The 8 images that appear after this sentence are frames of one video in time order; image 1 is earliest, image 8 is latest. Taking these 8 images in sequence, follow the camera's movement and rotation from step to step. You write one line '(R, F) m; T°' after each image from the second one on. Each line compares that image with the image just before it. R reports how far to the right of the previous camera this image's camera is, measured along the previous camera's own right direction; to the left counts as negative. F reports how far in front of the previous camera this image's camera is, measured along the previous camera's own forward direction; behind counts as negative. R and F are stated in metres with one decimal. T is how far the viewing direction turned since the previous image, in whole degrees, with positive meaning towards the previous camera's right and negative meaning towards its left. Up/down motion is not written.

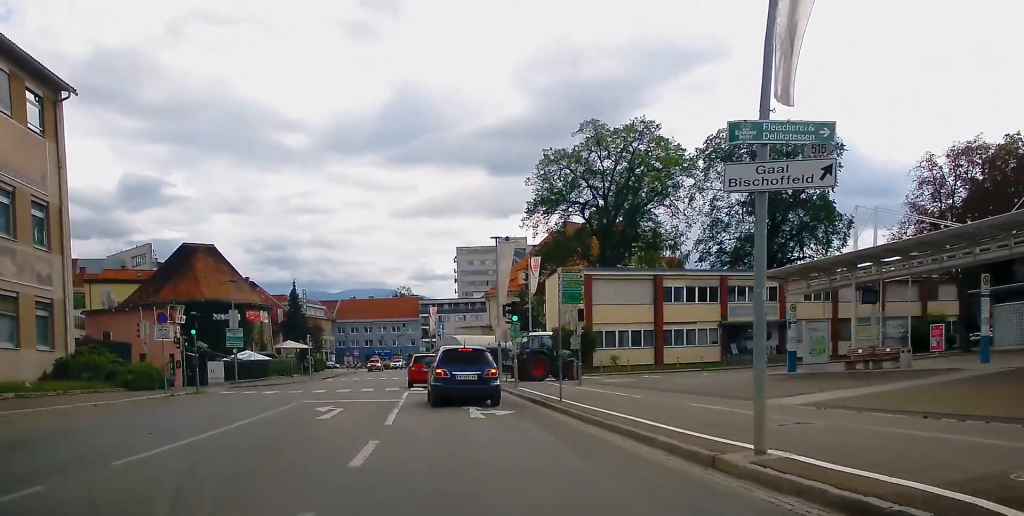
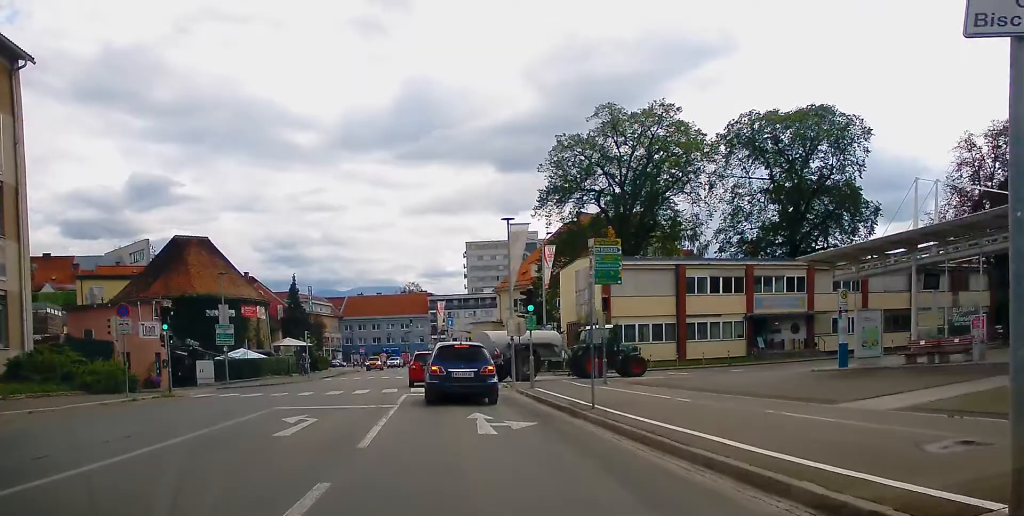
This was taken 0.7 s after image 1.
(0.0, +4.1) m; 0°
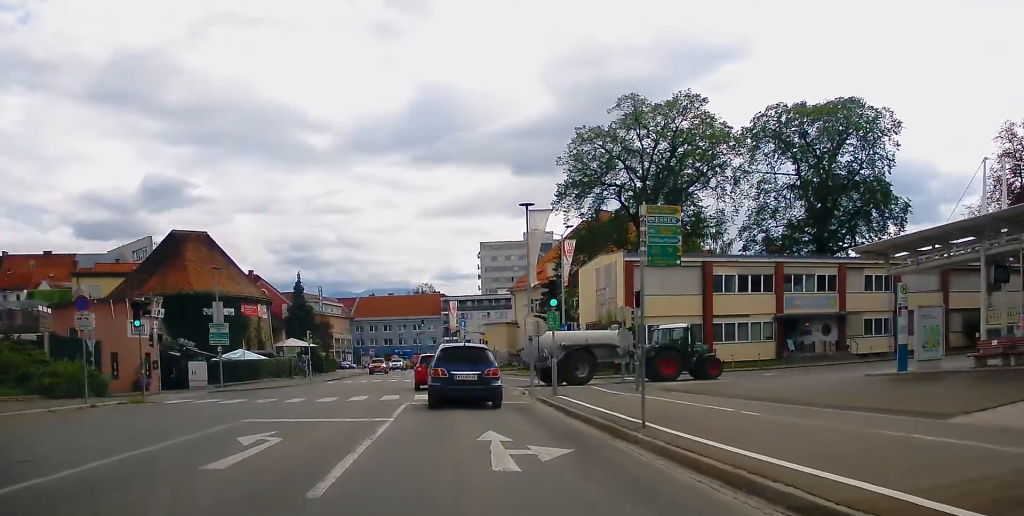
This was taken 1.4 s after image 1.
(0.0, +3.7) m; 0°
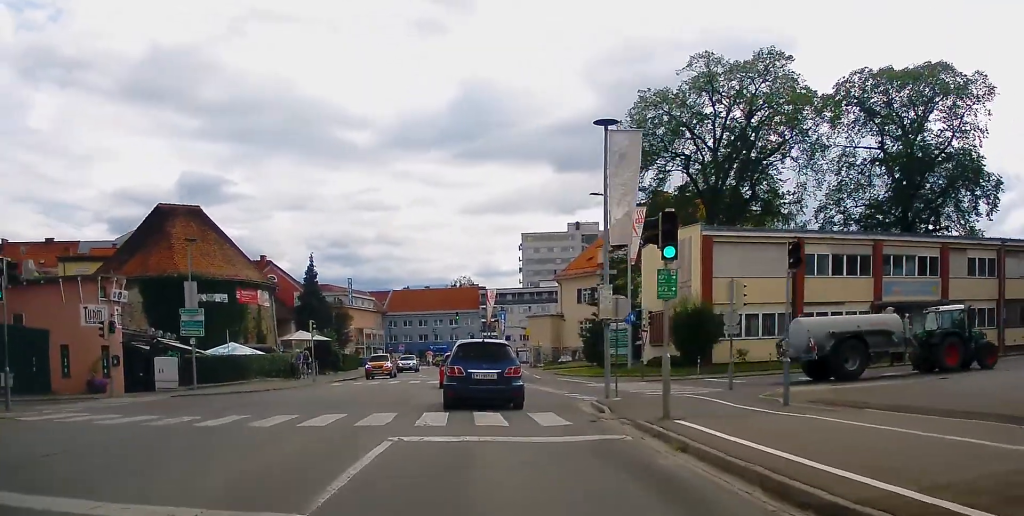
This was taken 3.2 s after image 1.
(-0.2, +10.2) m; -3°
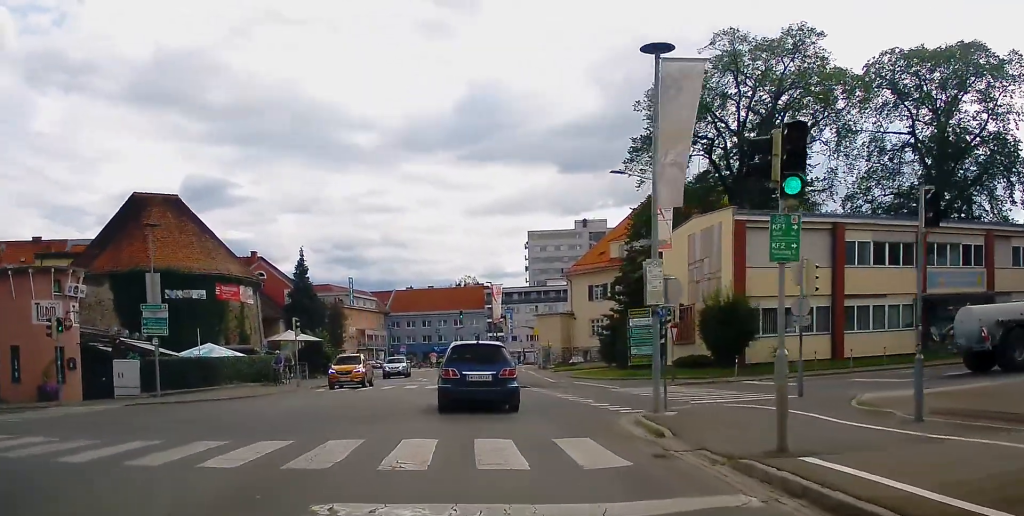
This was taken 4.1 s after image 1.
(-0.1, +5.0) m; -1°
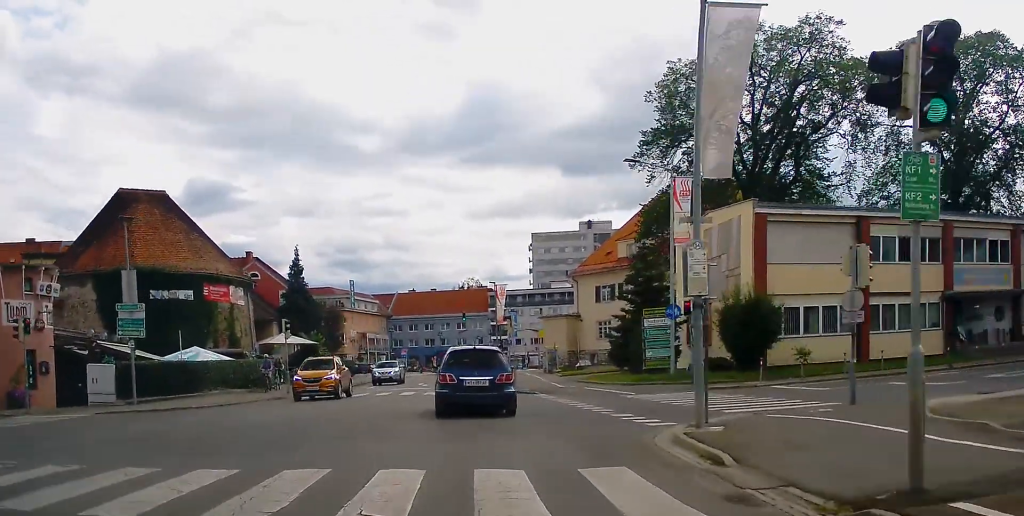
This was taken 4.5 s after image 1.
(+0.1, +2.7) m; -1°
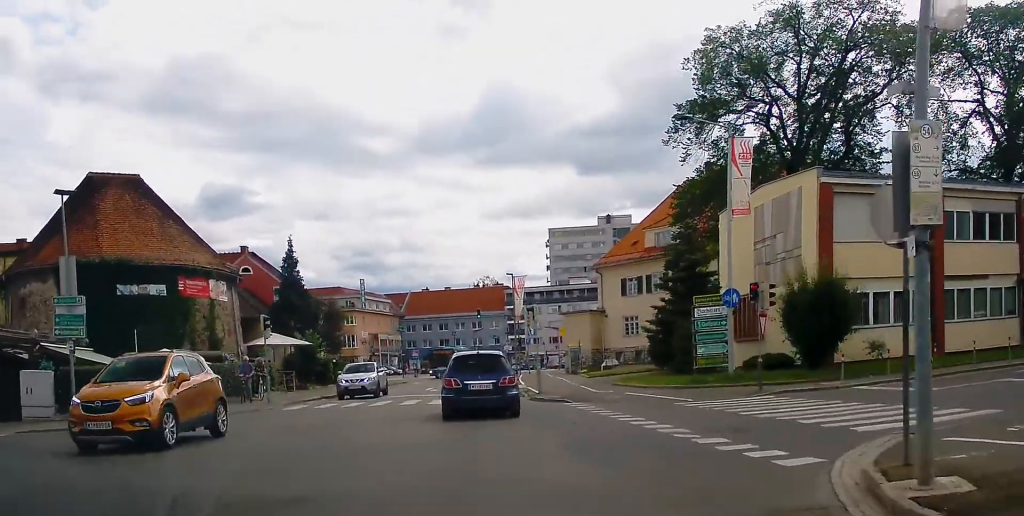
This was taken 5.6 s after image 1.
(-0.1, +5.9) m; -2°
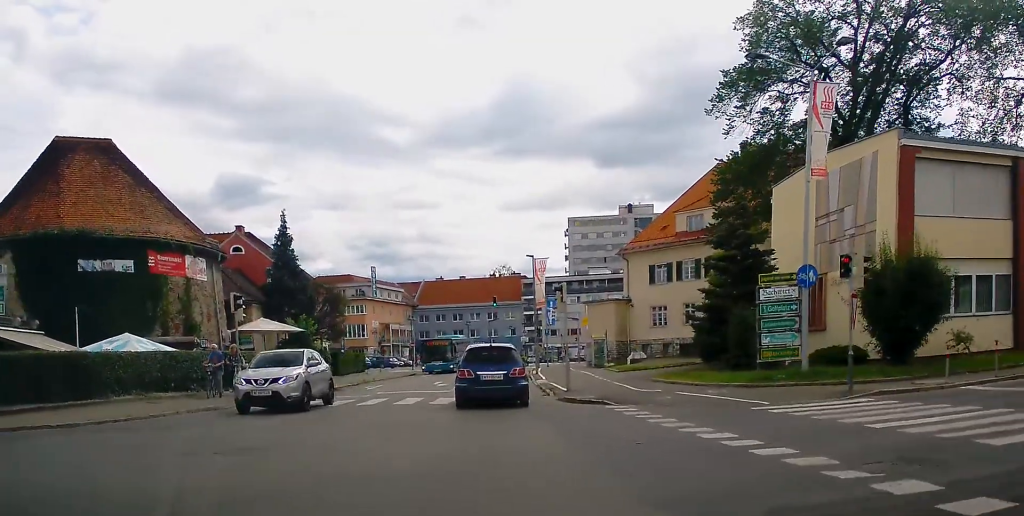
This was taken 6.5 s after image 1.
(-0.1, +5.3) m; +2°
